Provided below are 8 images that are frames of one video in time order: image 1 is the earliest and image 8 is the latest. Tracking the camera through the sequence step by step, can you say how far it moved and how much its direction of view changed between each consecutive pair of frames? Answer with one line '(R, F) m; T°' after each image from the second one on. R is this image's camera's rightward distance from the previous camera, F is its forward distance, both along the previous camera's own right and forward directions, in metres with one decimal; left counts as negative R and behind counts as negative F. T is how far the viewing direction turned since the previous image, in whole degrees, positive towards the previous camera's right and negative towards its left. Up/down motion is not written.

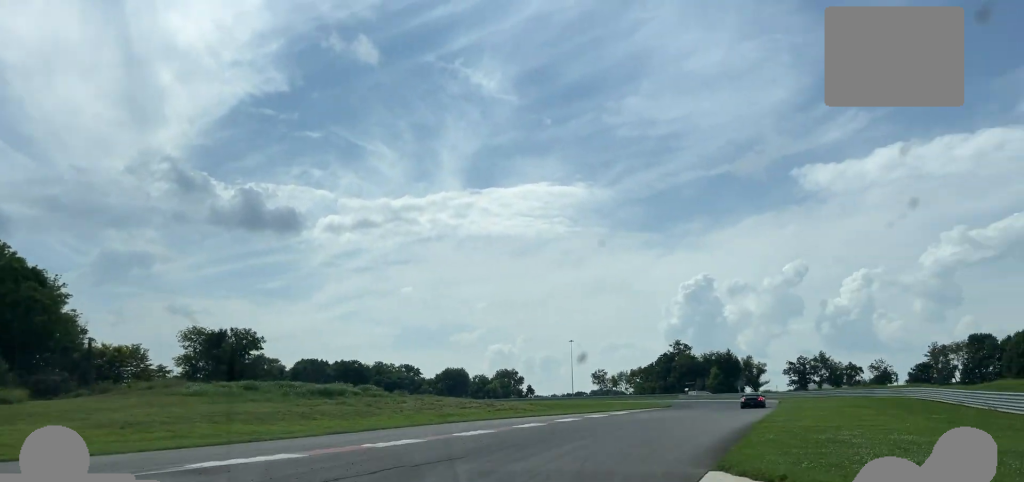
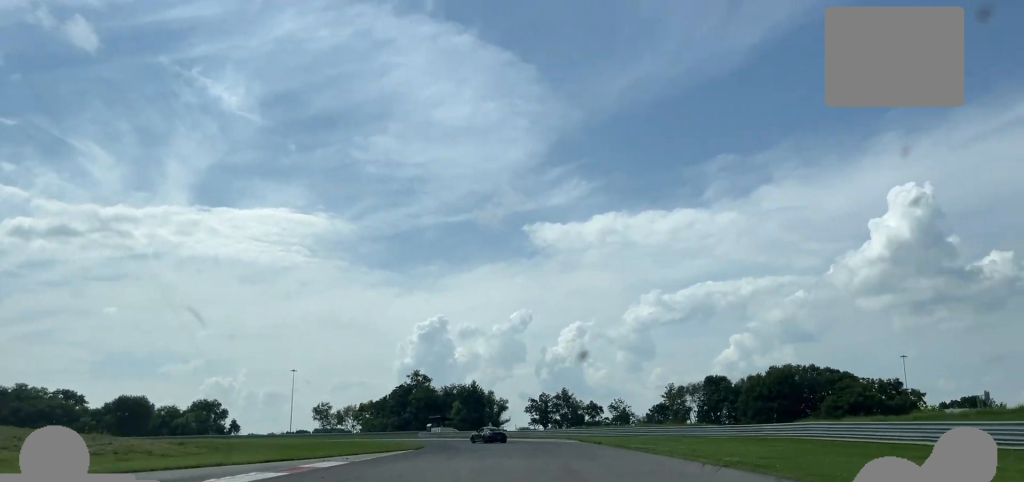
(+6.5, +33.7) m; +16°
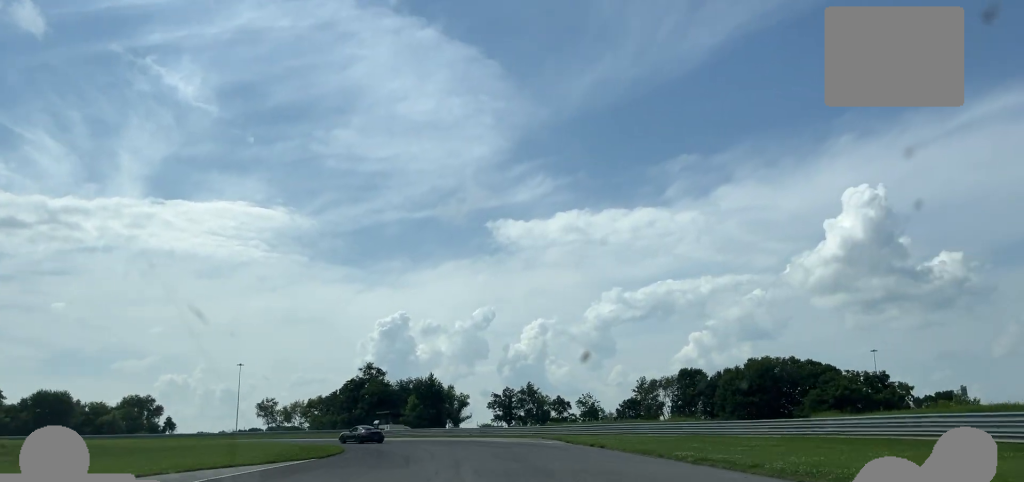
(+1.0, +14.7) m; +3°
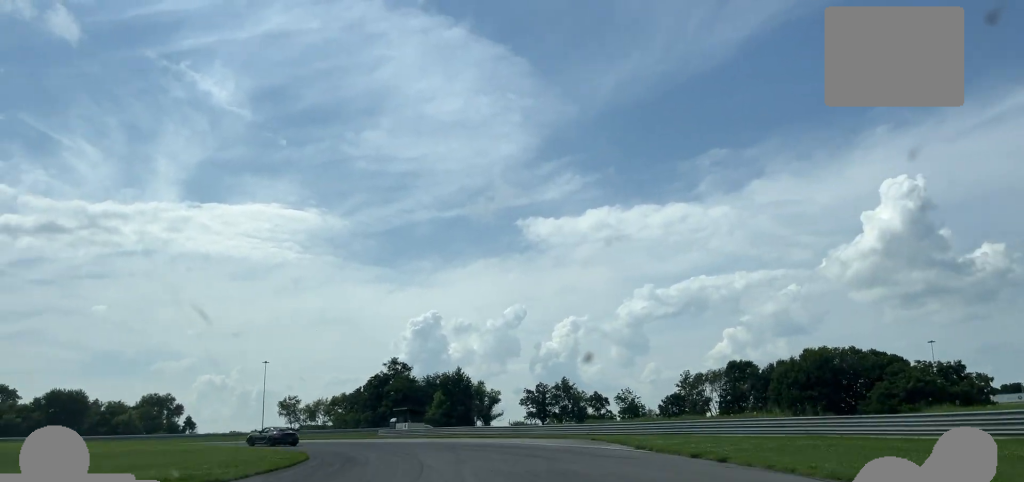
(0.0, +12.3) m; -3°
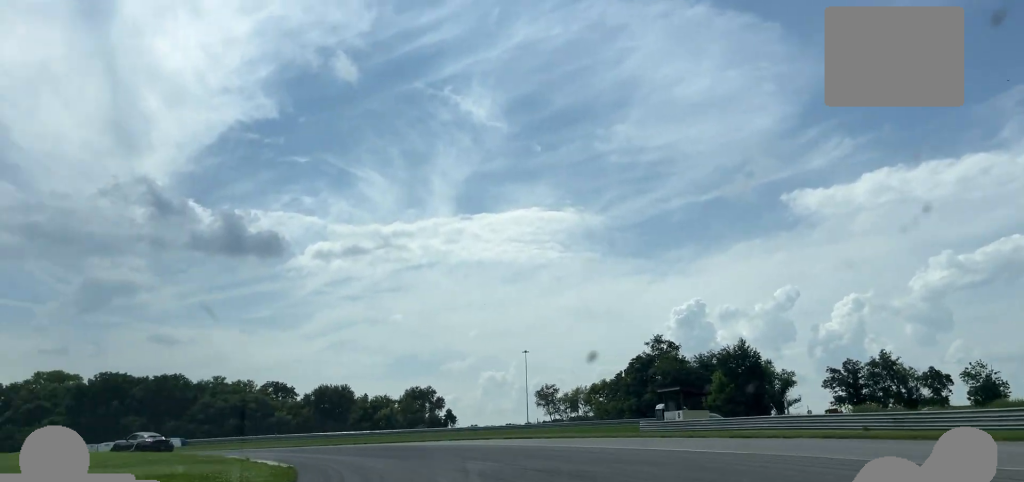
(-2.4, +29.9) m; -17°
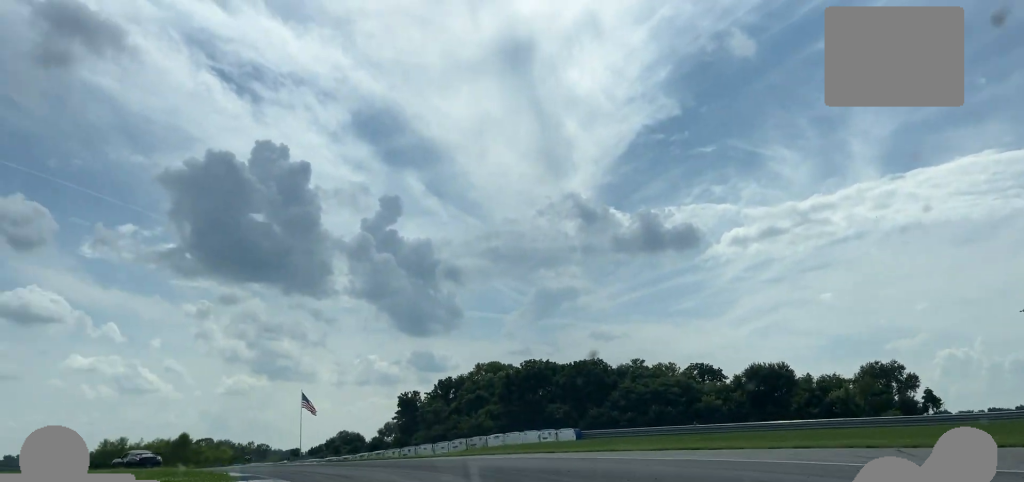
(-7.6, +31.1) m; -31°
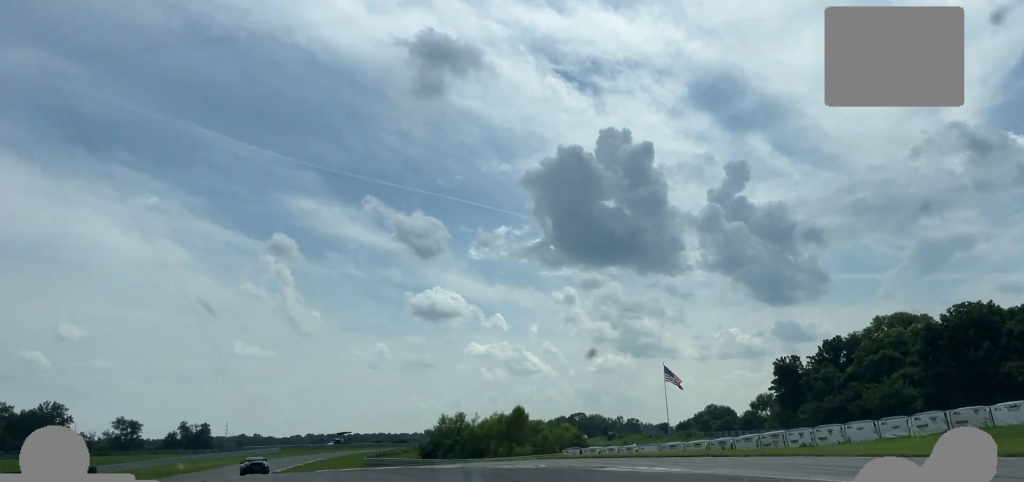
(-7.4, +29.7) m; -27°
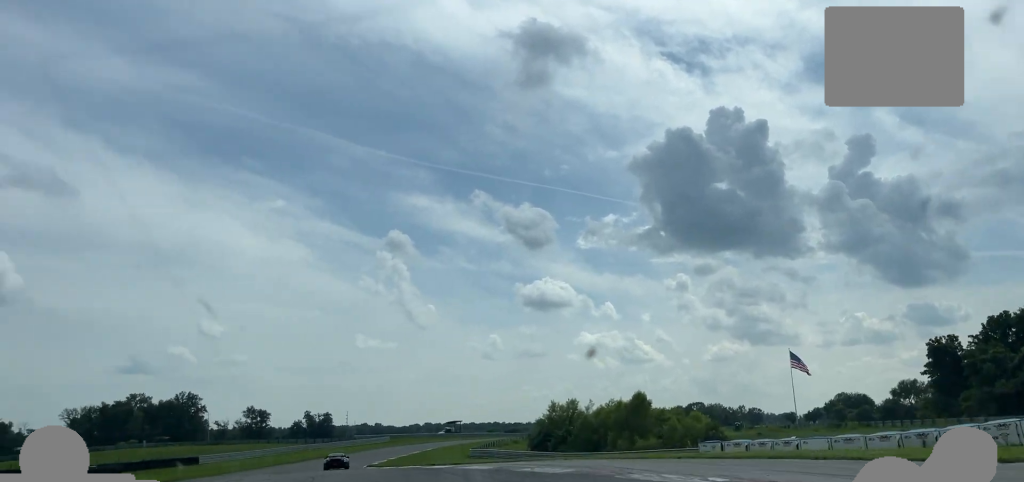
(-1.7, +10.7) m; -7°
